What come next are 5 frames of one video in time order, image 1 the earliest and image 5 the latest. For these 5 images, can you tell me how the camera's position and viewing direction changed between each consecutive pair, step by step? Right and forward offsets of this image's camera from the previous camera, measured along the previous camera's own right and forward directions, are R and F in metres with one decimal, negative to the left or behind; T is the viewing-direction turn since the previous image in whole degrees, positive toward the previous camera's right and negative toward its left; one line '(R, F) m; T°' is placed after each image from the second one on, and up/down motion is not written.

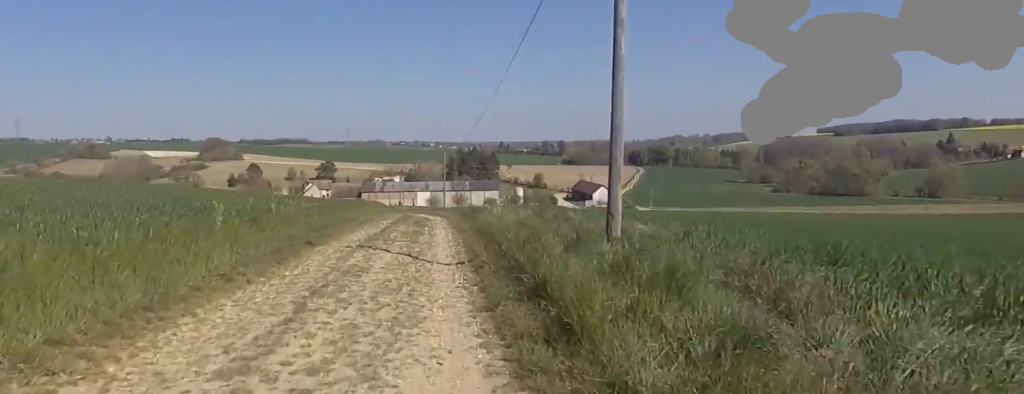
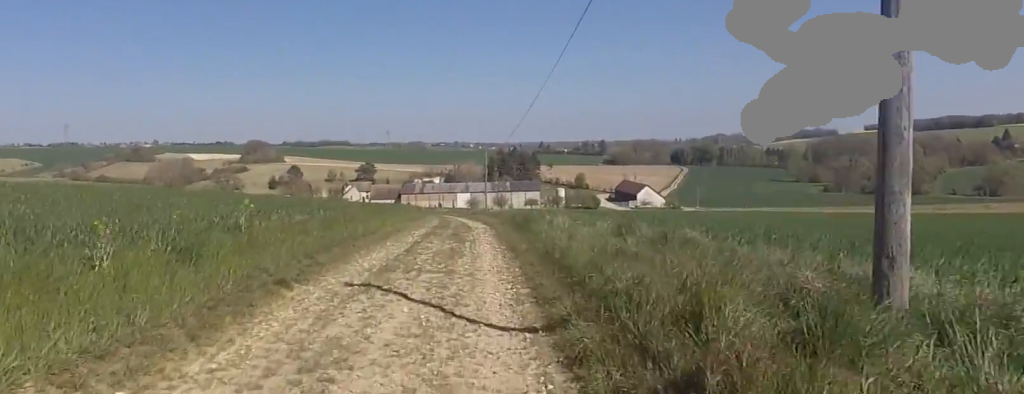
(-0.8, +4.6) m; -10°
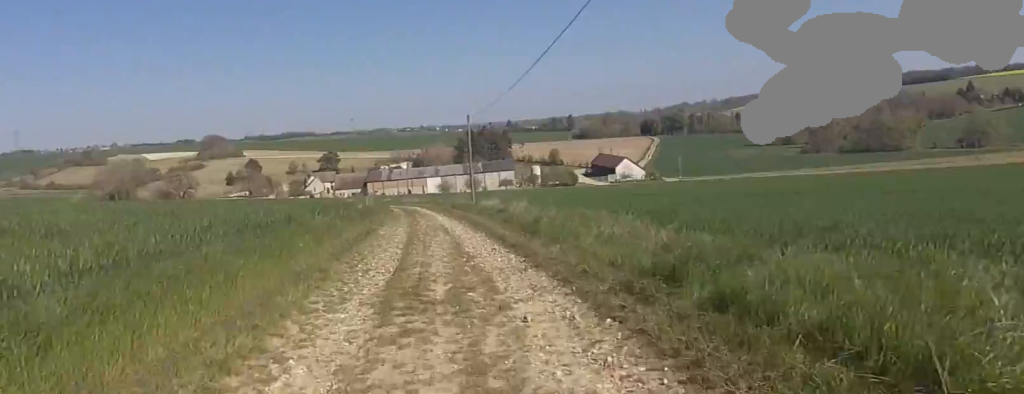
(+0.5, +16.2) m; +10°
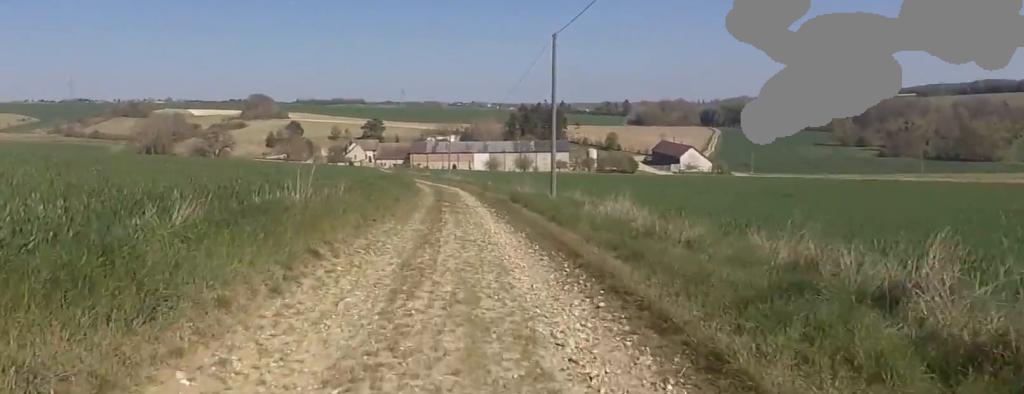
(-2.2, +17.1) m; -13°
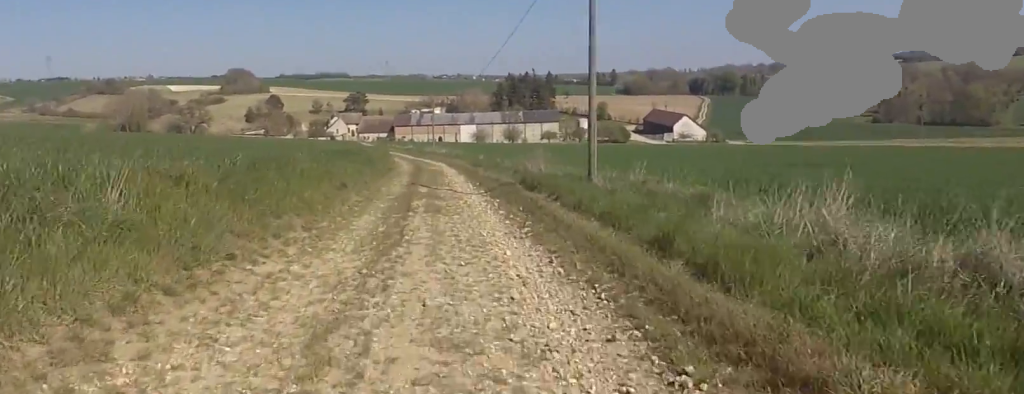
(0.0, +7.2) m; +1°
